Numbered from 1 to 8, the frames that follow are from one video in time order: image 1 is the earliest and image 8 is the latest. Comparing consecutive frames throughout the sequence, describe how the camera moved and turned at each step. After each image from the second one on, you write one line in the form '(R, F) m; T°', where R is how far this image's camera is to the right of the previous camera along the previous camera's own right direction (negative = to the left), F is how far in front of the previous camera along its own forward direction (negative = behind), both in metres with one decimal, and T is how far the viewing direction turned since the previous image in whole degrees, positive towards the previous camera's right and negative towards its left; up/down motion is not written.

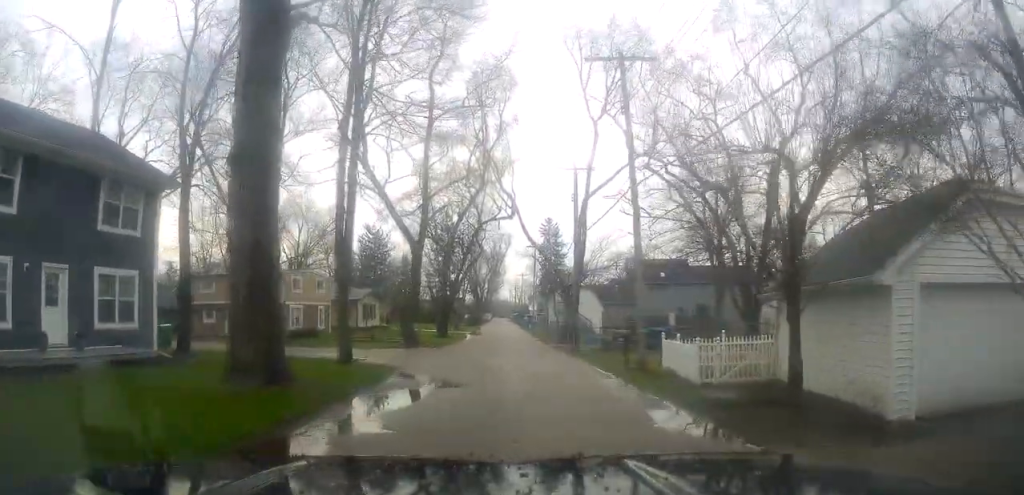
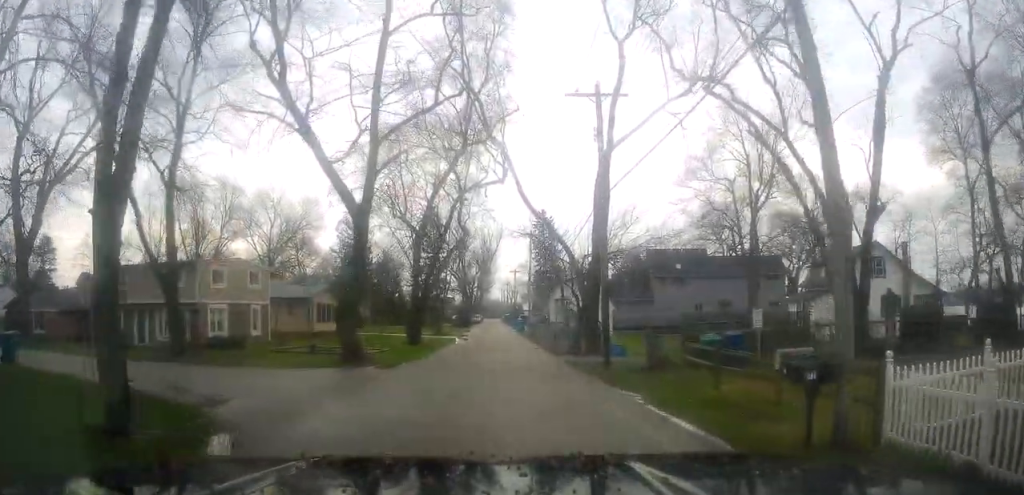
(+0.5, +11.7) m; +5°
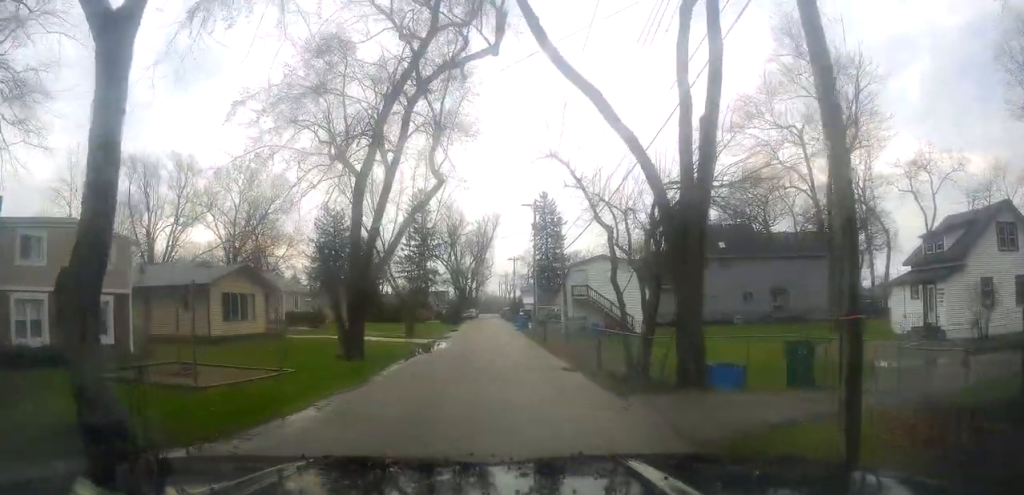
(-1.0, +14.7) m; -8°
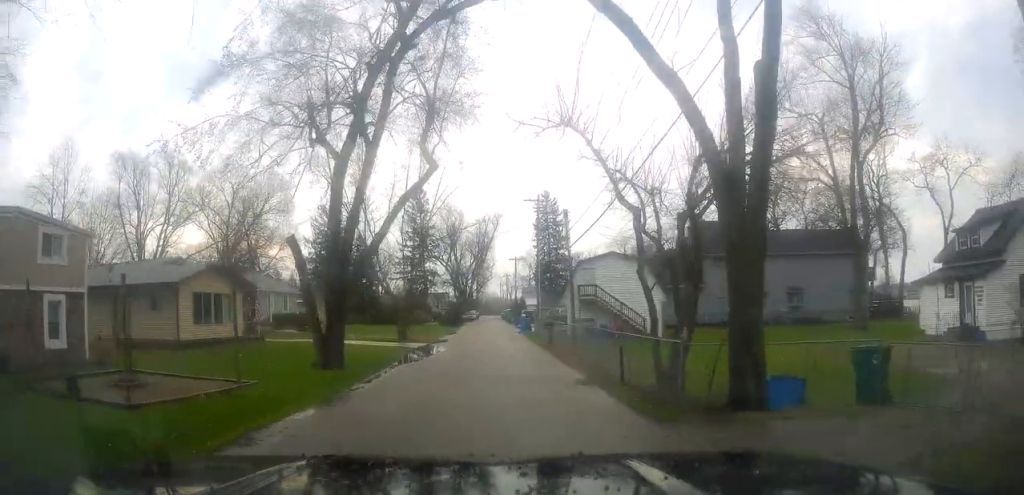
(0.0, +3.0) m; +1°
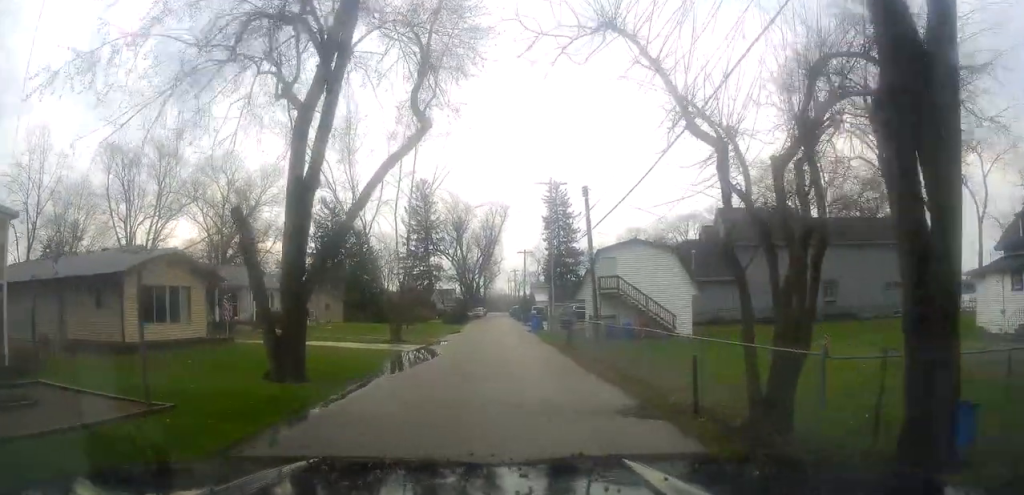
(0.0, +4.6) m; +1°
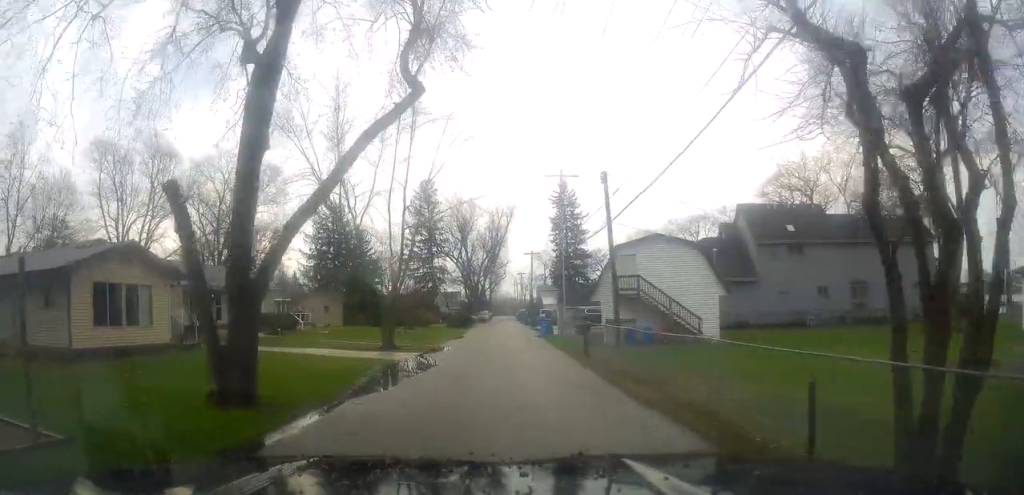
(+0.2, +3.5) m; -3°
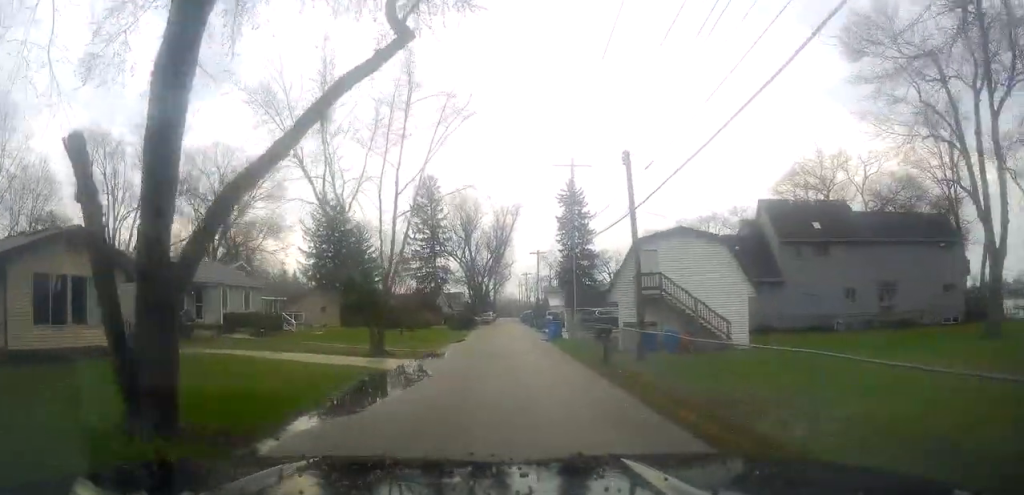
(+0.1, +3.3) m; -2°
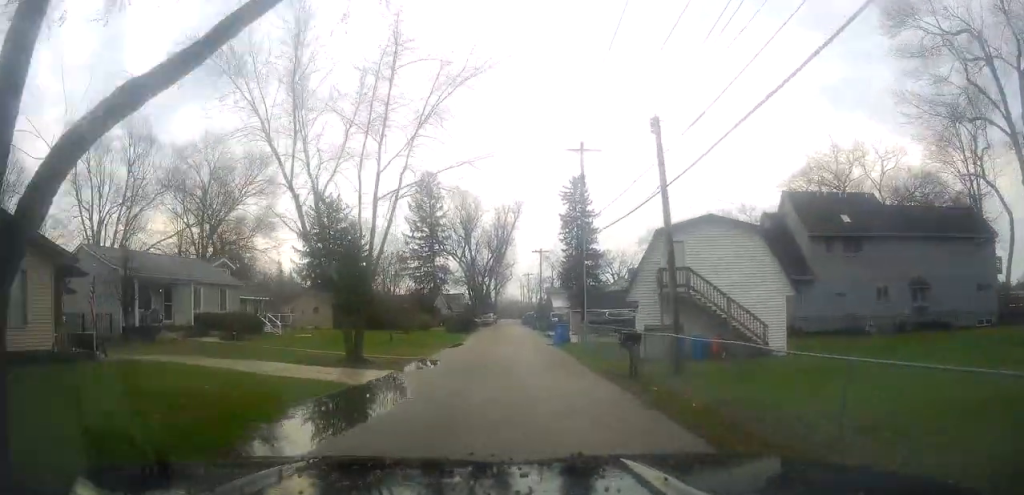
(-0.5, +4.1) m; 0°
